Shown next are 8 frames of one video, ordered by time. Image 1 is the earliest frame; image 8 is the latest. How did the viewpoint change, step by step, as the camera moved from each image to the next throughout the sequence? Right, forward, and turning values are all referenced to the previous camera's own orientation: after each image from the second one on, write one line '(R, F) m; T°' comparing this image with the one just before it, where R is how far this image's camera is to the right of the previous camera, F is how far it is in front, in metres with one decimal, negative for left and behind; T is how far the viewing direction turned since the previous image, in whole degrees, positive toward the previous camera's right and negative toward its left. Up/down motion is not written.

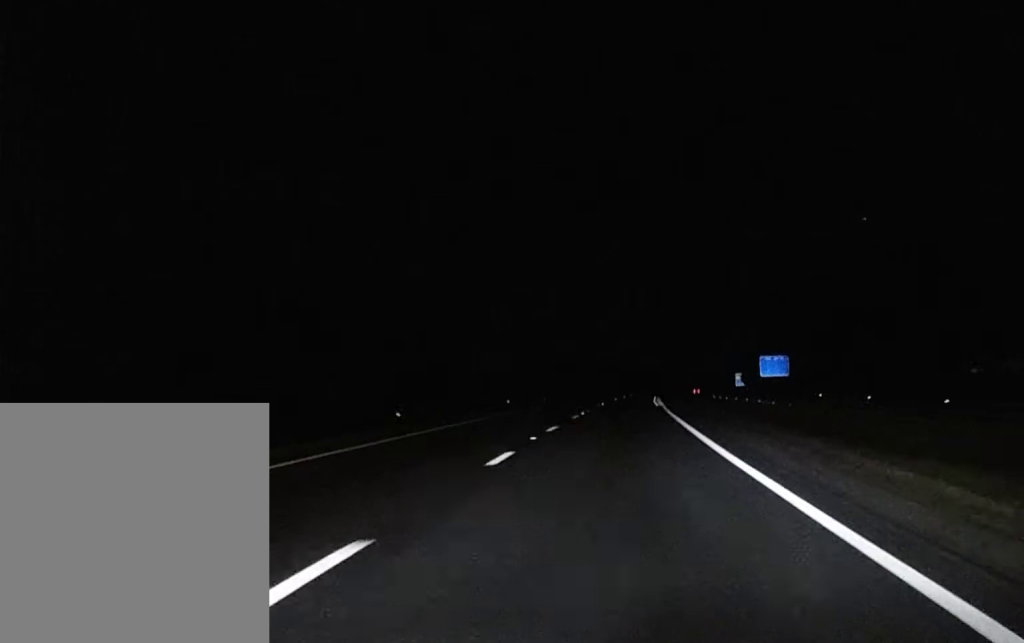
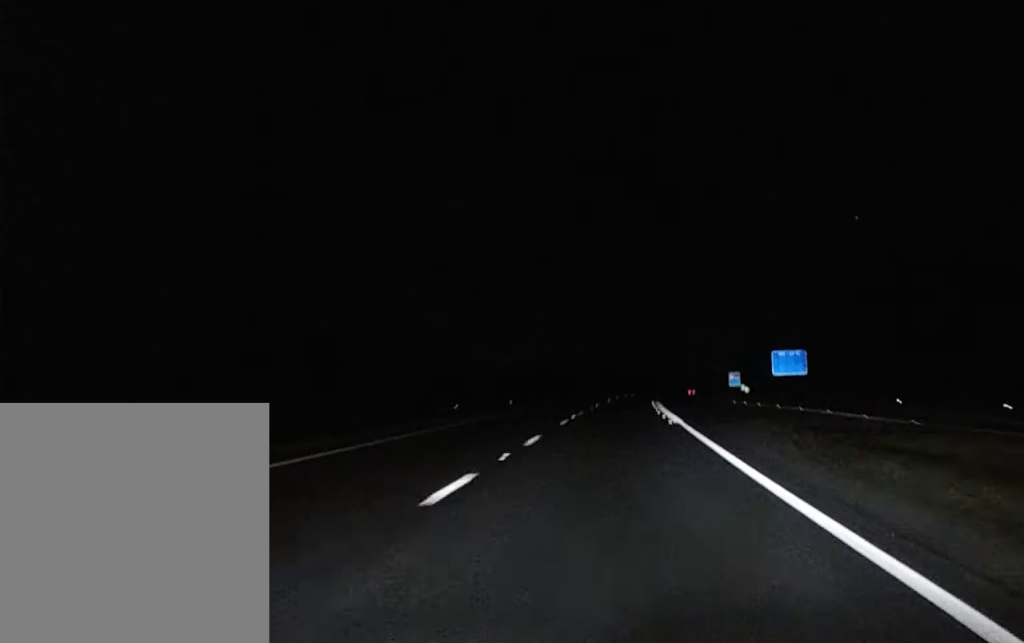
(+0.1, +28.9) m; 0°
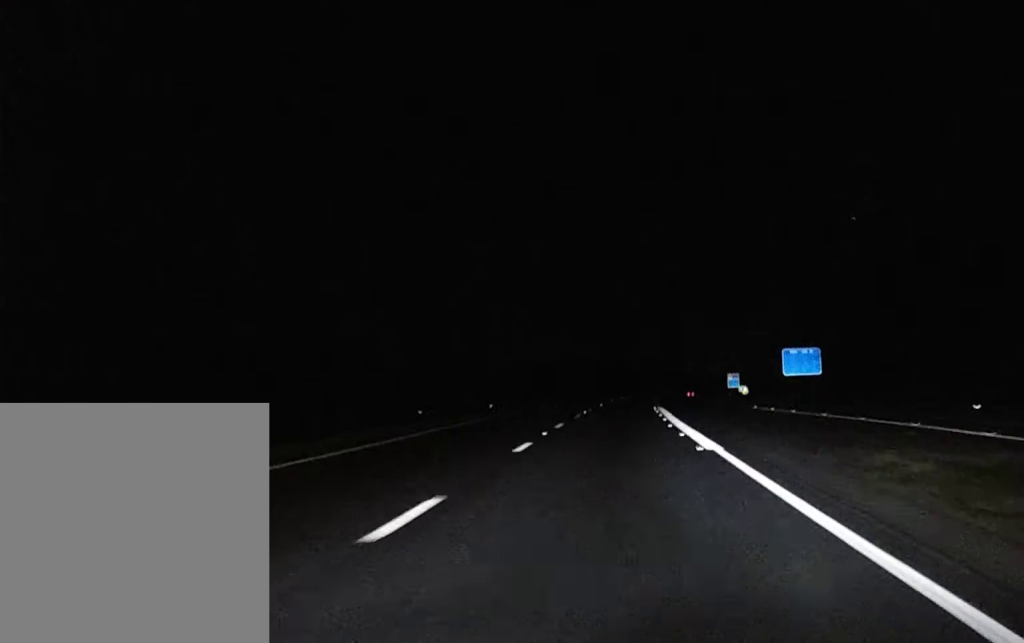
(+0.1, +15.4) m; 0°
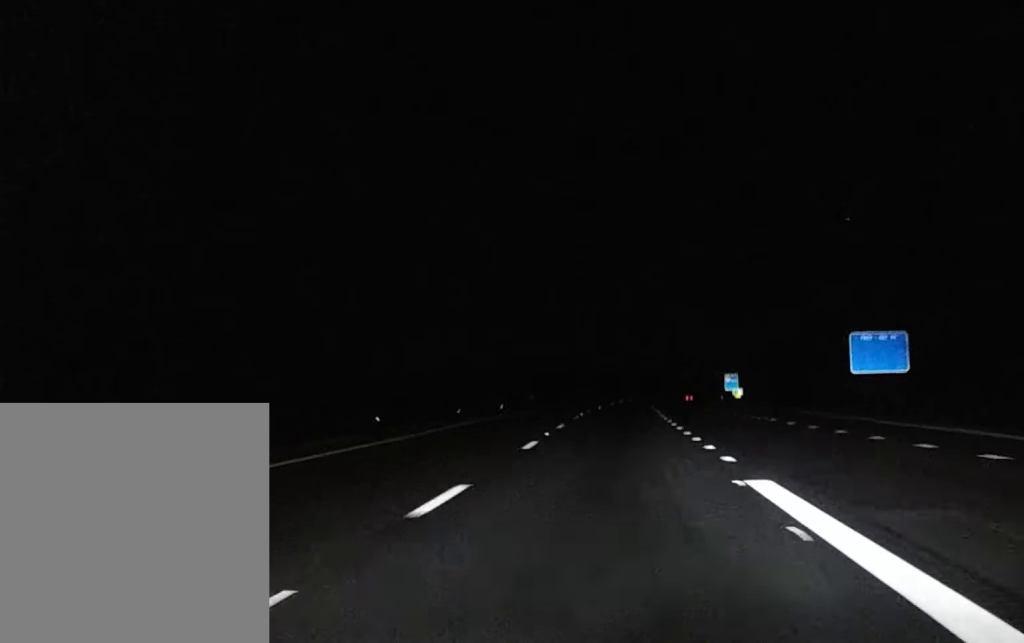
(+0.2, +46.3) m; +1°
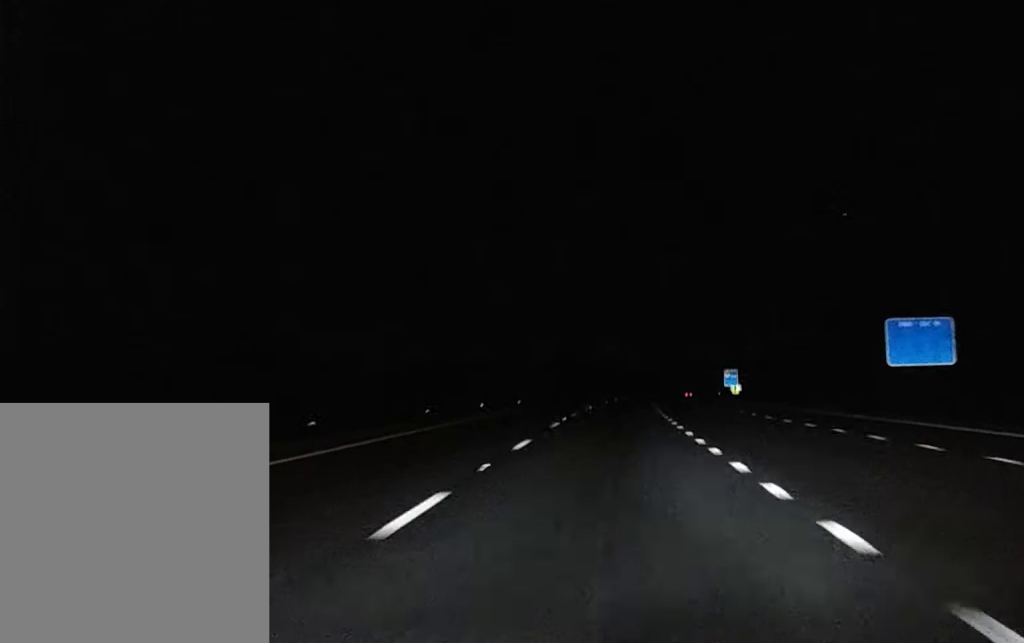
(+0.3, +18.3) m; +1°
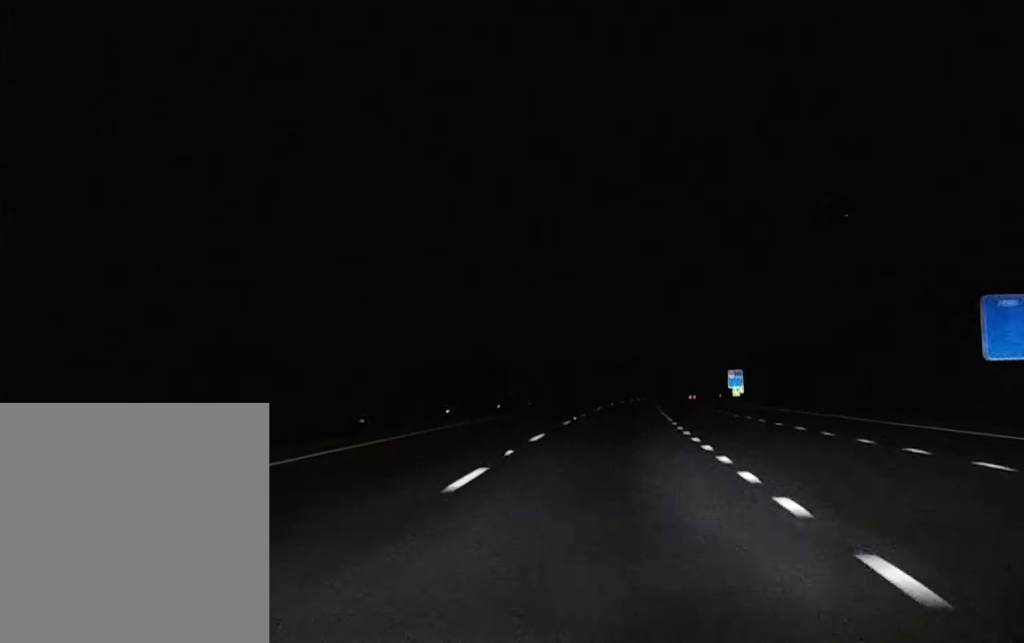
(+0.1, +15.5) m; 0°
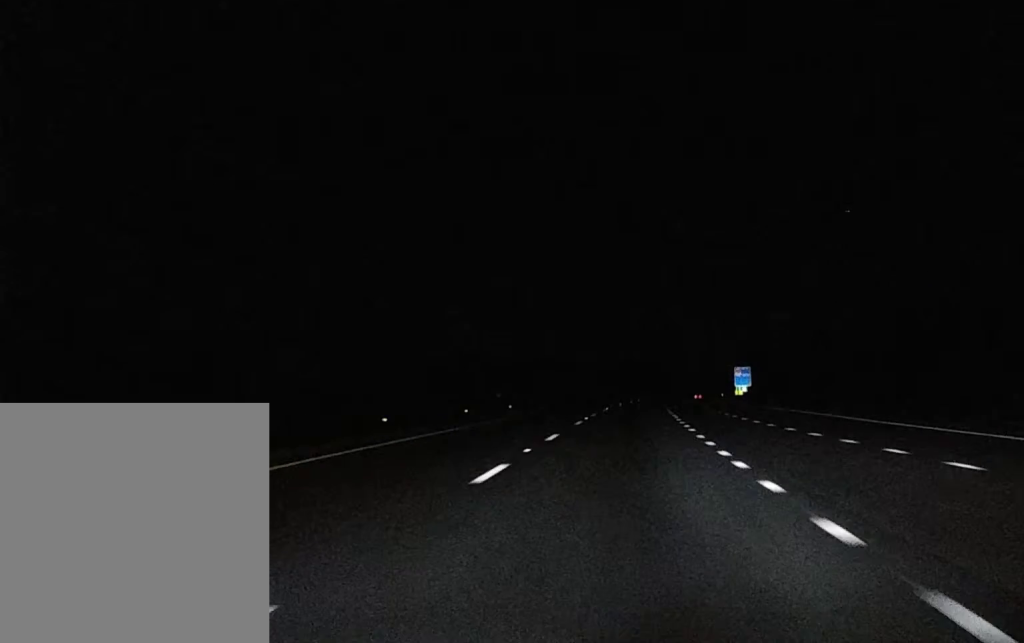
(0.0, +23.1) m; 0°
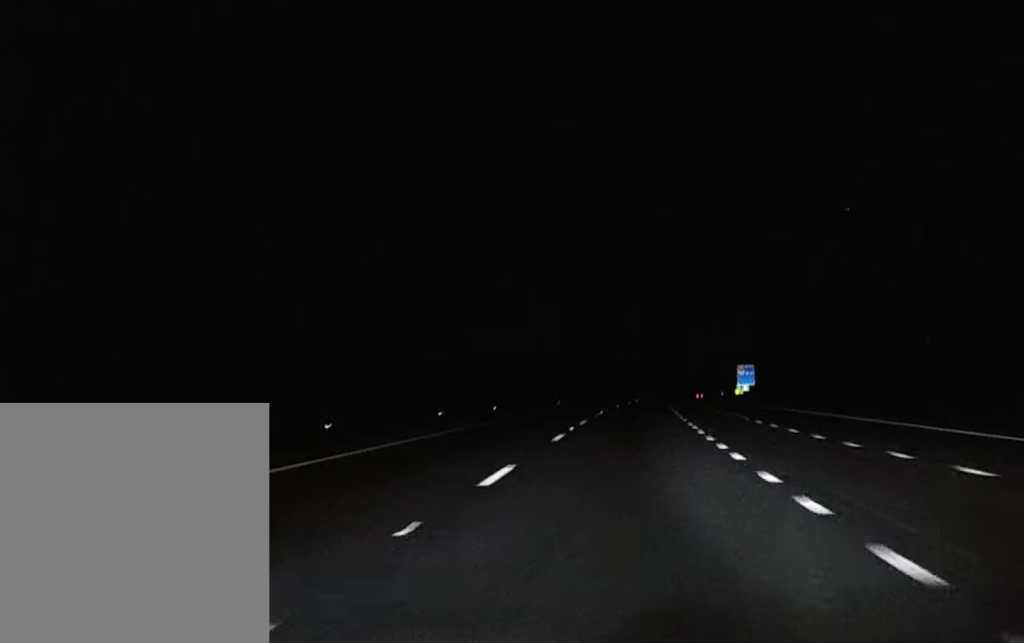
(0.0, +13.4) m; 0°
